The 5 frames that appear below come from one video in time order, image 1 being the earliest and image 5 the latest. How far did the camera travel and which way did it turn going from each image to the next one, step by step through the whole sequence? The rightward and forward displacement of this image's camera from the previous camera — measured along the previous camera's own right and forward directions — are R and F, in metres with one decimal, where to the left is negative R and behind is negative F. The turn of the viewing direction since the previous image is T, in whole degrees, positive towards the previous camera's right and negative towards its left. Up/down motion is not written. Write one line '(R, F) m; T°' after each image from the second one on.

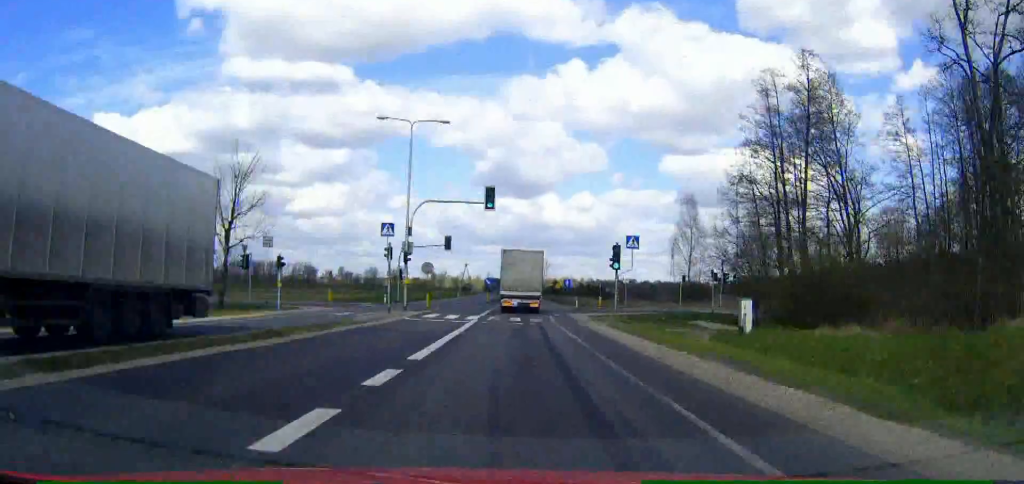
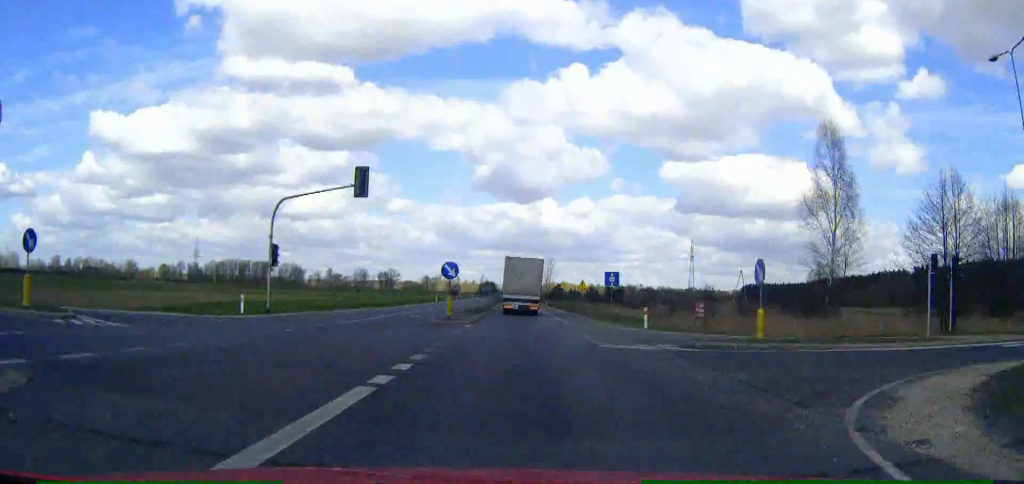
(0.0, +44.9) m; 0°
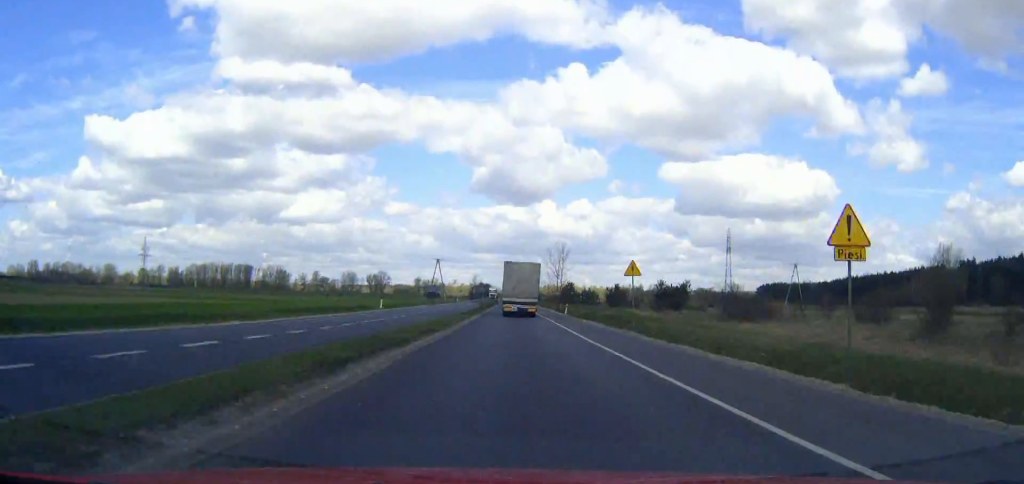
(0.0, +55.2) m; 0°
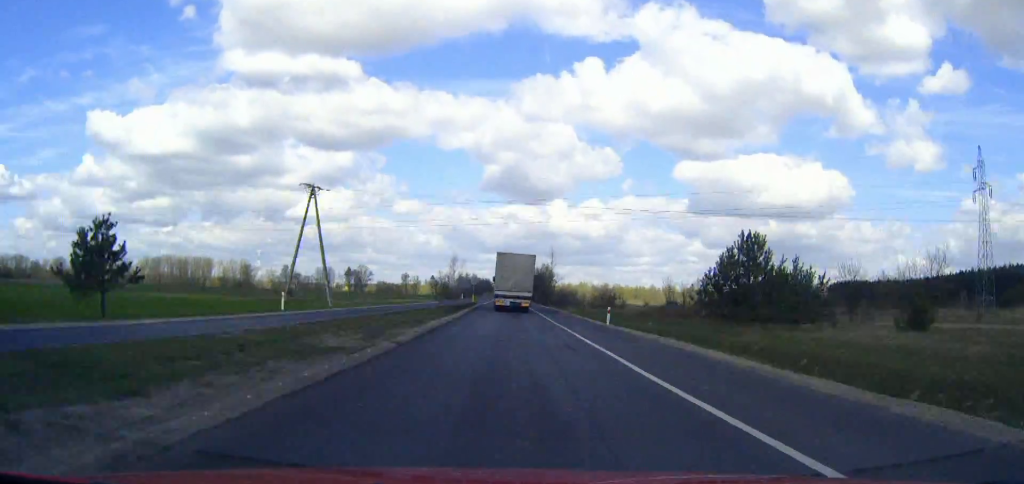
(-0.9, +136.9) m; -1°
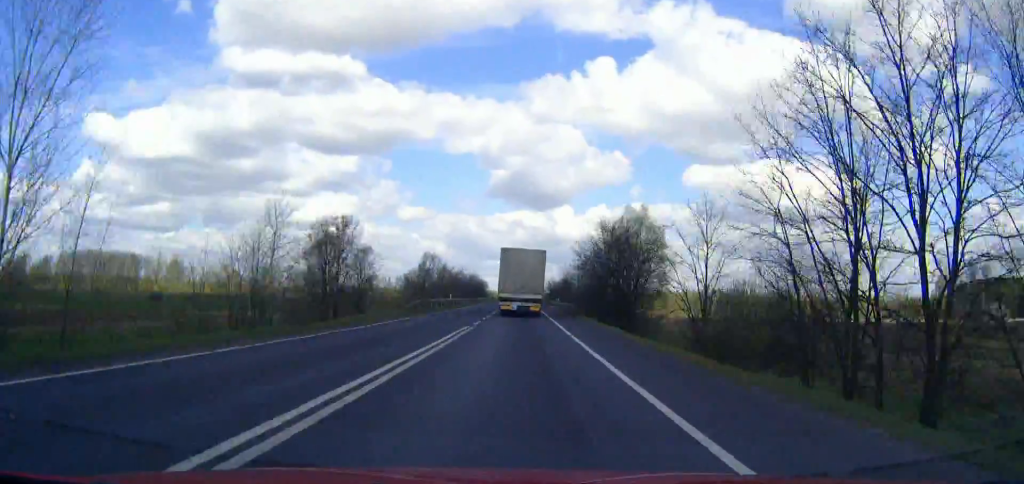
(0.0, +158.7) m; 0°
